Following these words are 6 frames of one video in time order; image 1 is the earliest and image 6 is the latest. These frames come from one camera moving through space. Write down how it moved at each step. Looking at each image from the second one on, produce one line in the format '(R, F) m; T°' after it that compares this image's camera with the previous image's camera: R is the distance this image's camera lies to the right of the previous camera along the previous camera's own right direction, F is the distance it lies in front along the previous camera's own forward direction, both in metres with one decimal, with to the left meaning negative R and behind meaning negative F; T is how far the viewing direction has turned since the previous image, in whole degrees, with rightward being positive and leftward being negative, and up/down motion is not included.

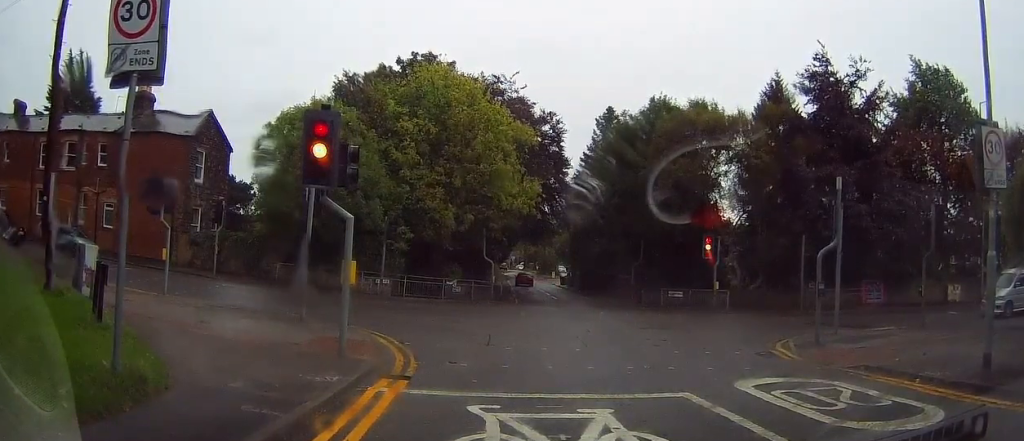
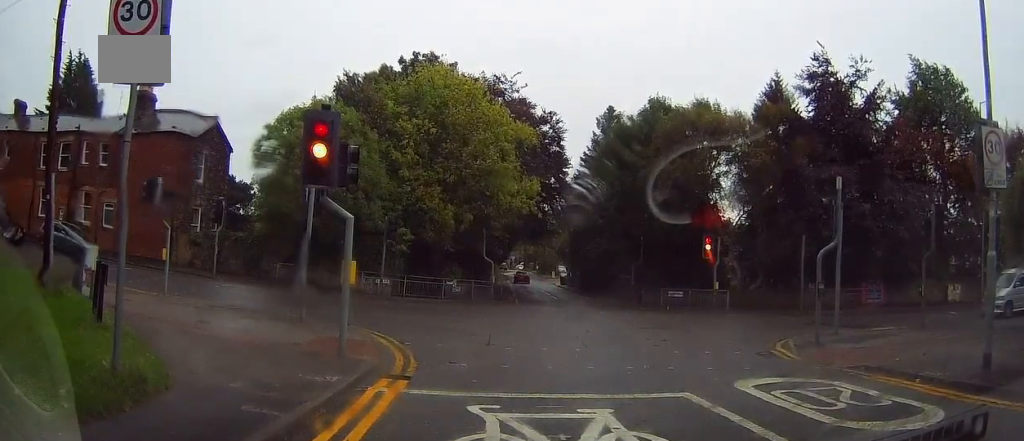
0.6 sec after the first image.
(0.0, 0.0) m; 0°
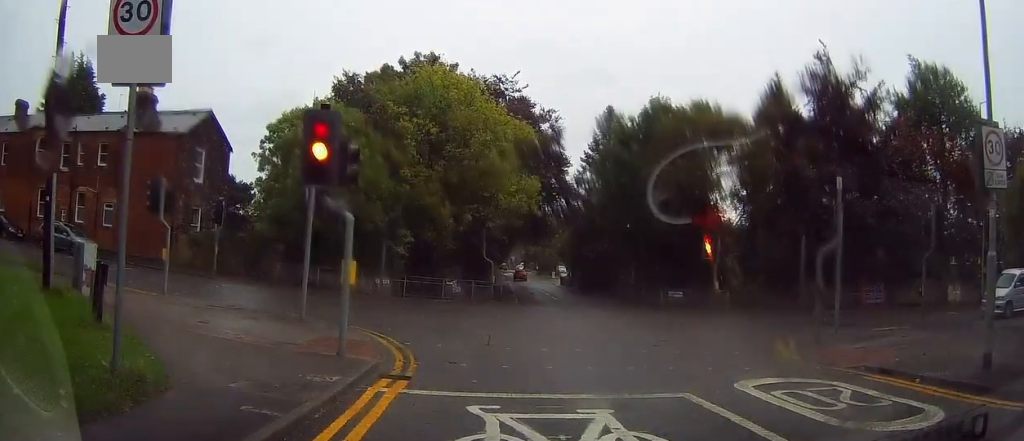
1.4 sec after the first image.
(0.0, 0.0) m; 0°
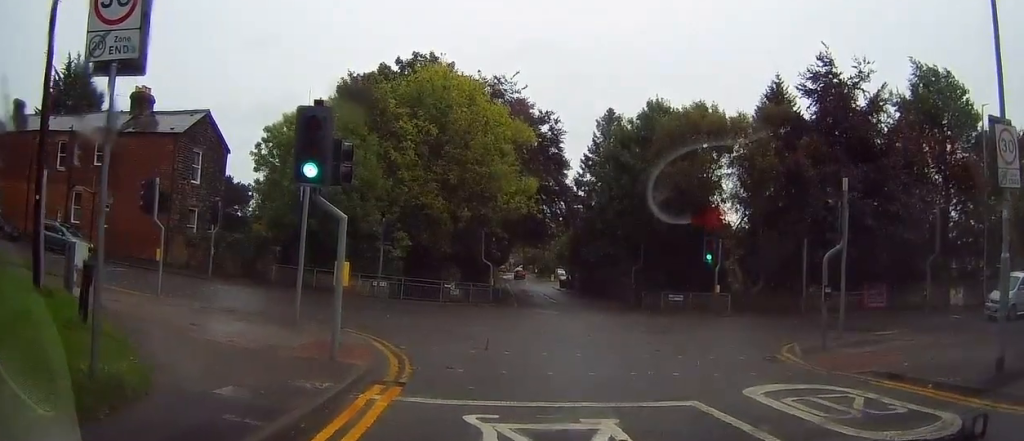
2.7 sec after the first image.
(0.0, +0.2) m; 0°
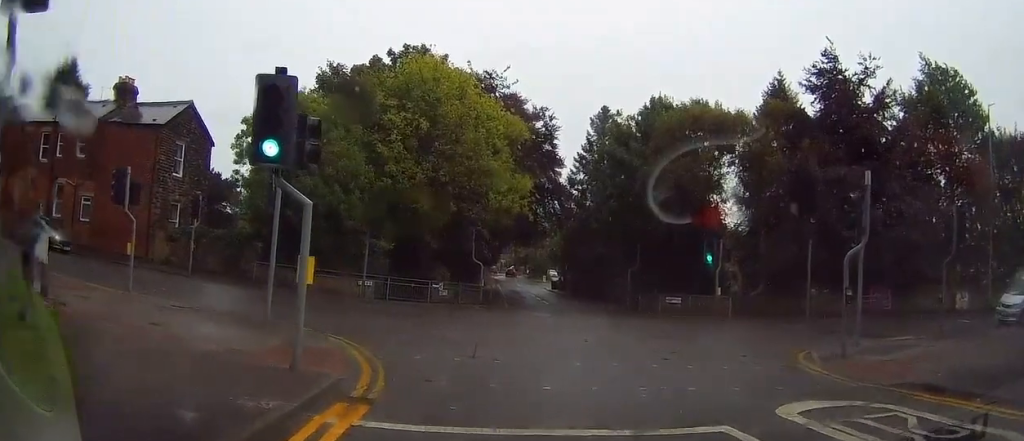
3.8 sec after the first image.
(+0.1, +0.8) m; +5°
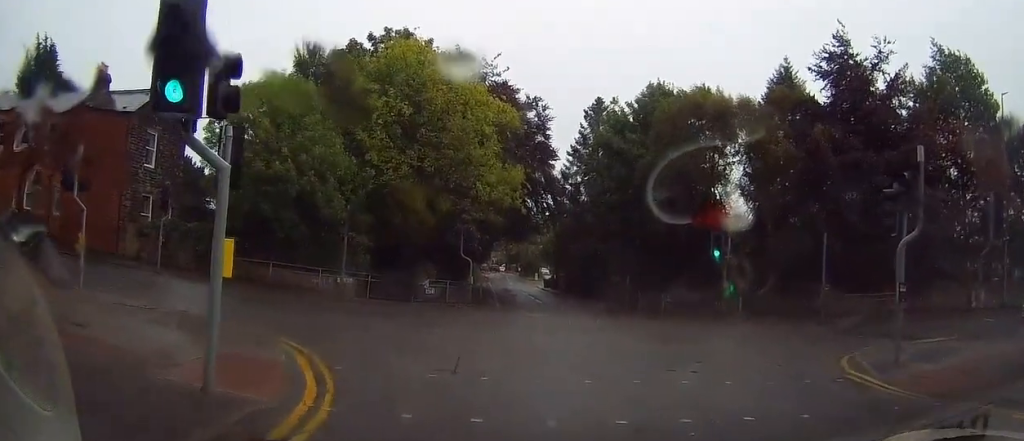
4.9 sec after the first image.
(+0.1, +1.7) m; 0°
